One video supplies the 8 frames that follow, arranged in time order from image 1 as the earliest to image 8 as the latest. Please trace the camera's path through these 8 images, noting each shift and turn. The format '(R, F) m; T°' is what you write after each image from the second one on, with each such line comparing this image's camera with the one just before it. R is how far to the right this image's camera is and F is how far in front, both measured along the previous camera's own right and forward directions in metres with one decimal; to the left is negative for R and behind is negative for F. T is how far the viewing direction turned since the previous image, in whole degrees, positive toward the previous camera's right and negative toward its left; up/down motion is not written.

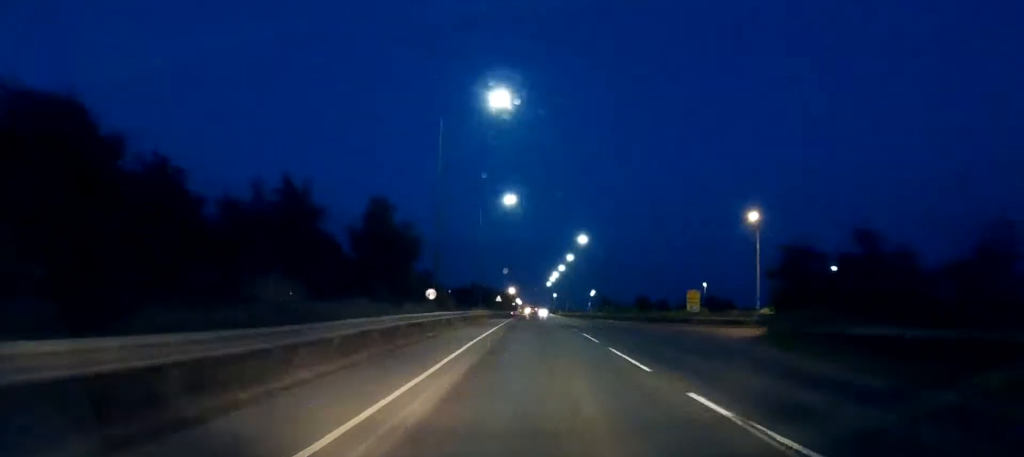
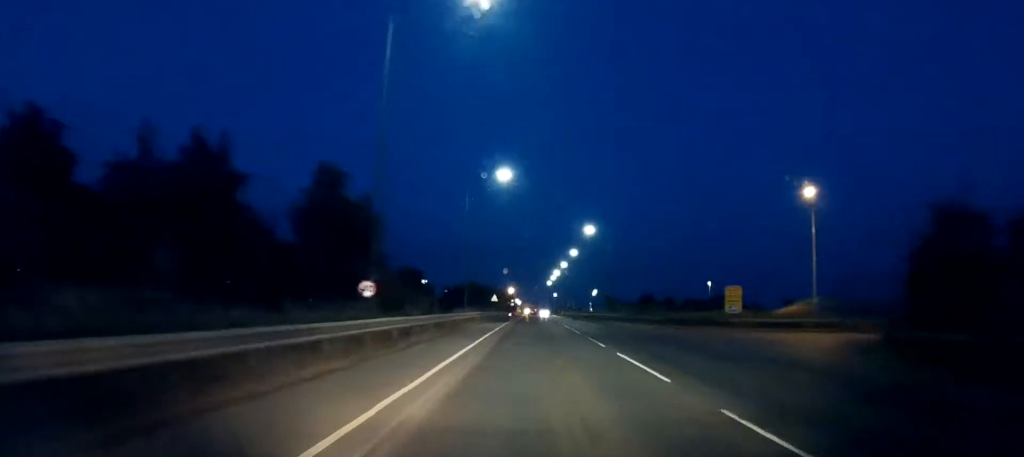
(0.0, +10.2) m; 0°
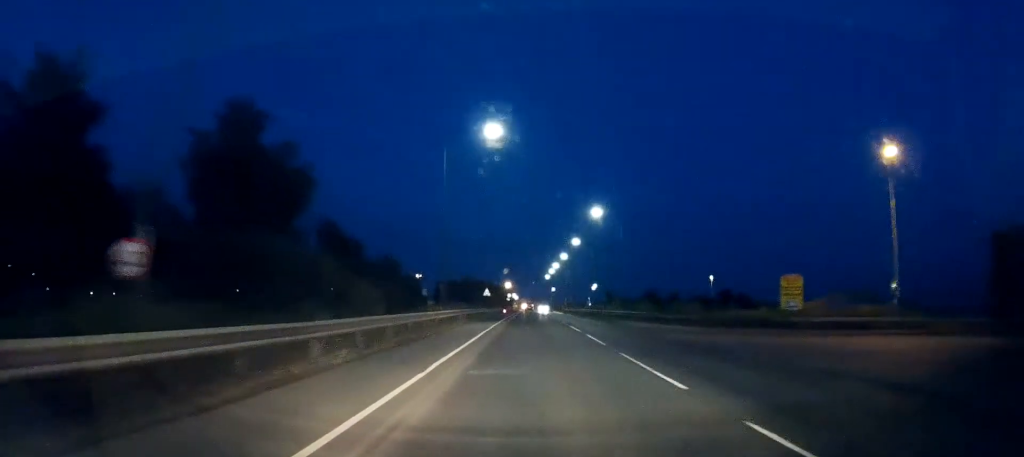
(0.0, +9.8) m; 0°
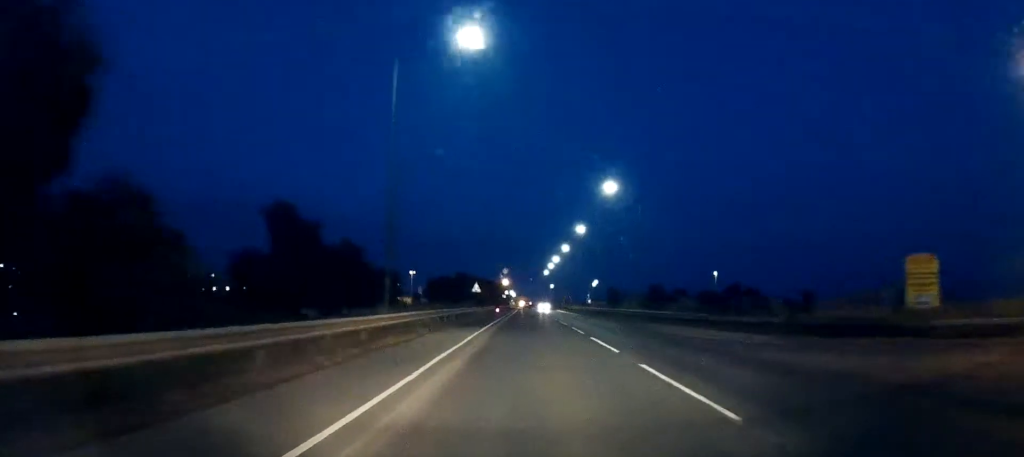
(0.0, +11.8) m; 0°
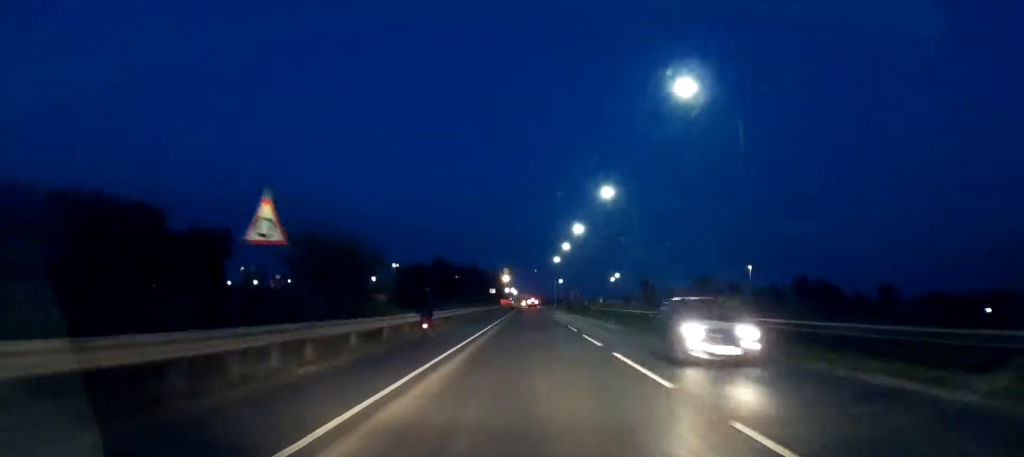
(+0.5, +49.5) m; 0°
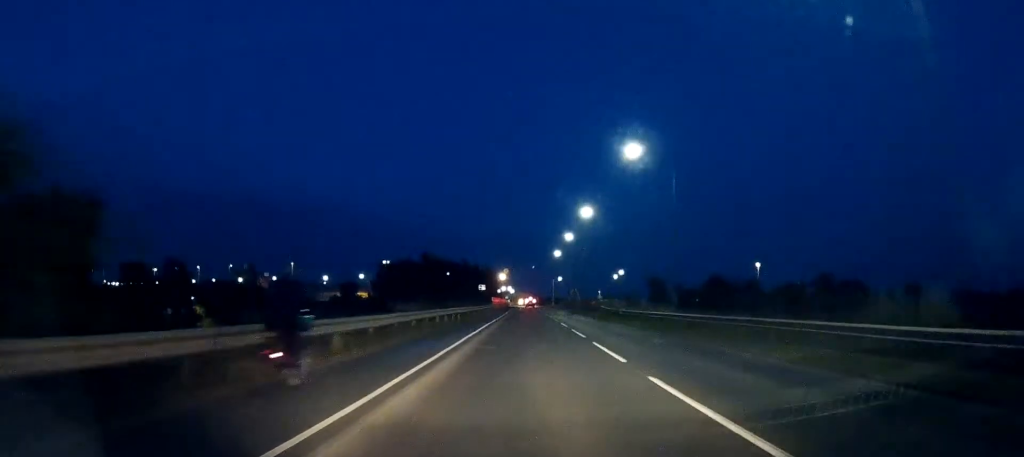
(0.0, +13.6) m; 0°
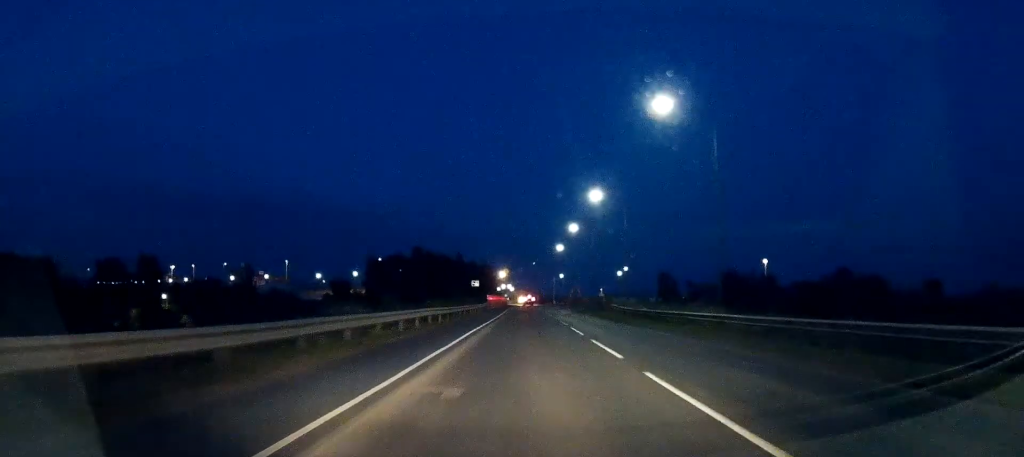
(+0.1, +8.4) m; 0°
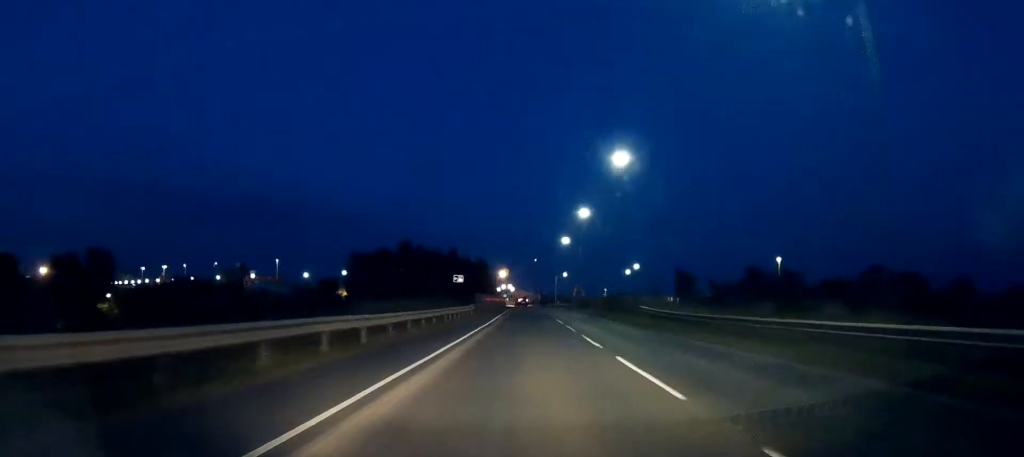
(0.0, +14.4) m; 0°
